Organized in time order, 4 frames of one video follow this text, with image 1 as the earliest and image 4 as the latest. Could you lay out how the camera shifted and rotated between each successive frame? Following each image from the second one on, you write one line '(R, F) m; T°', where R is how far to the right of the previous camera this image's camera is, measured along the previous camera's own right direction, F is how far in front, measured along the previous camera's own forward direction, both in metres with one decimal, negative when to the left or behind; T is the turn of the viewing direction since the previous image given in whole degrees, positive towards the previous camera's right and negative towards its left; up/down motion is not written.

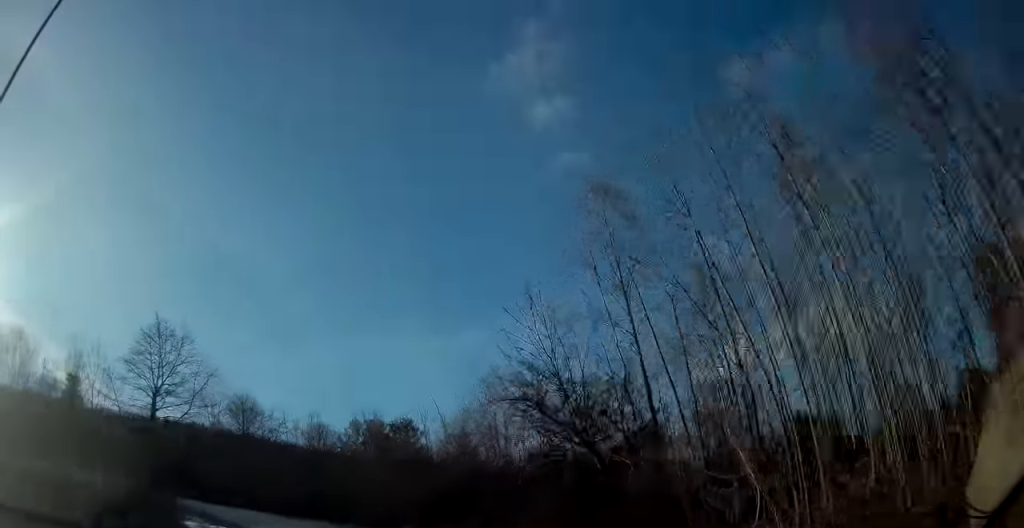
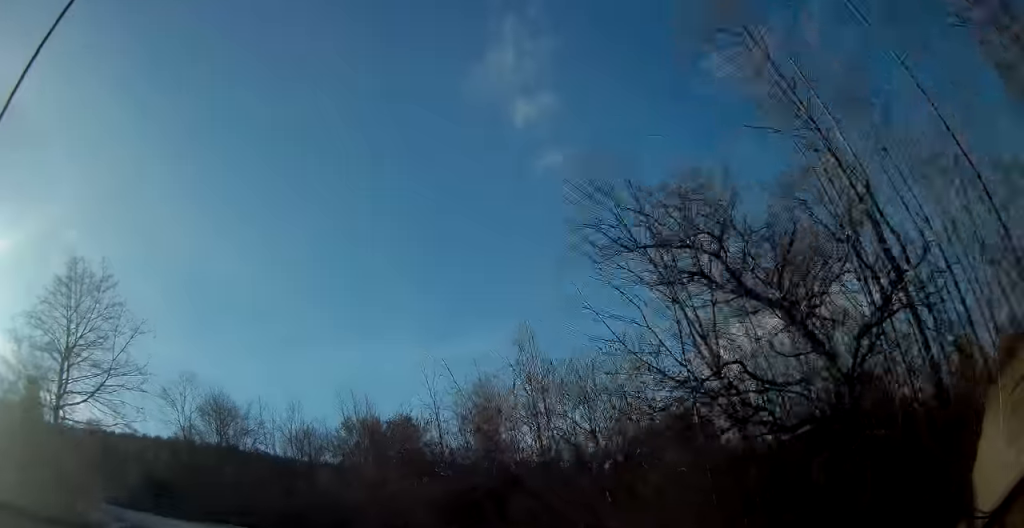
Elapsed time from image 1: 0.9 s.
(+0.1, +10.7) m; -1°
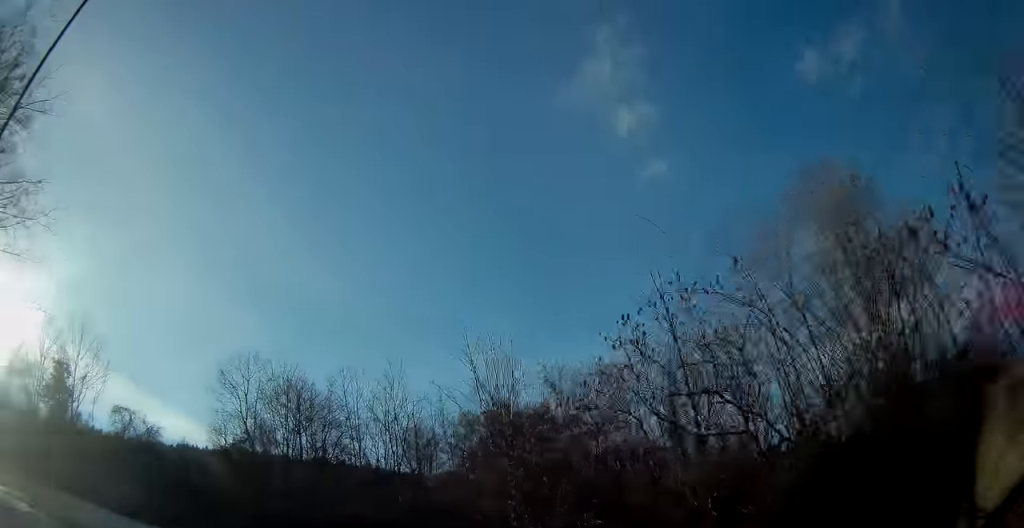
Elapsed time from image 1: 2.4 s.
(-0.9, +16.2) m; -14°
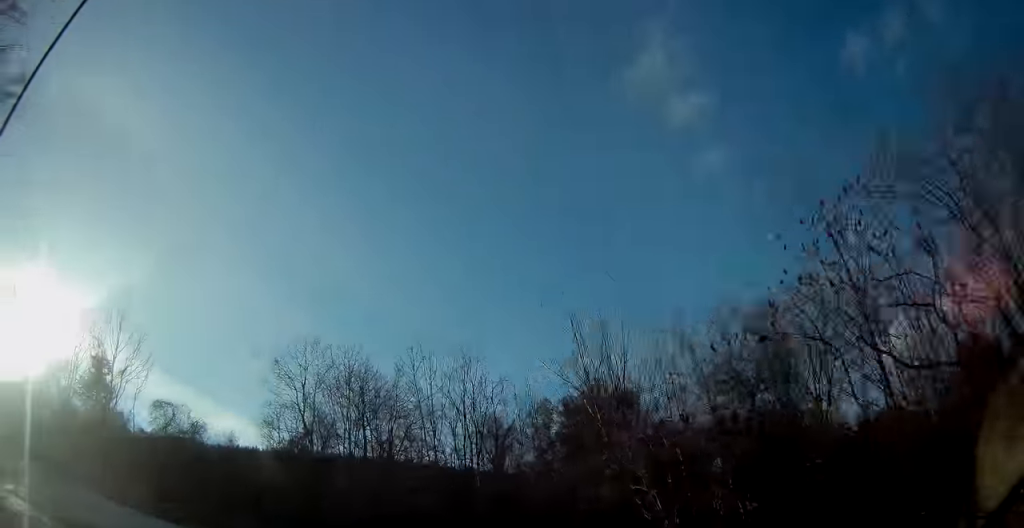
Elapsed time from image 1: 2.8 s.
(-0.5, +4.1) m; -6°
